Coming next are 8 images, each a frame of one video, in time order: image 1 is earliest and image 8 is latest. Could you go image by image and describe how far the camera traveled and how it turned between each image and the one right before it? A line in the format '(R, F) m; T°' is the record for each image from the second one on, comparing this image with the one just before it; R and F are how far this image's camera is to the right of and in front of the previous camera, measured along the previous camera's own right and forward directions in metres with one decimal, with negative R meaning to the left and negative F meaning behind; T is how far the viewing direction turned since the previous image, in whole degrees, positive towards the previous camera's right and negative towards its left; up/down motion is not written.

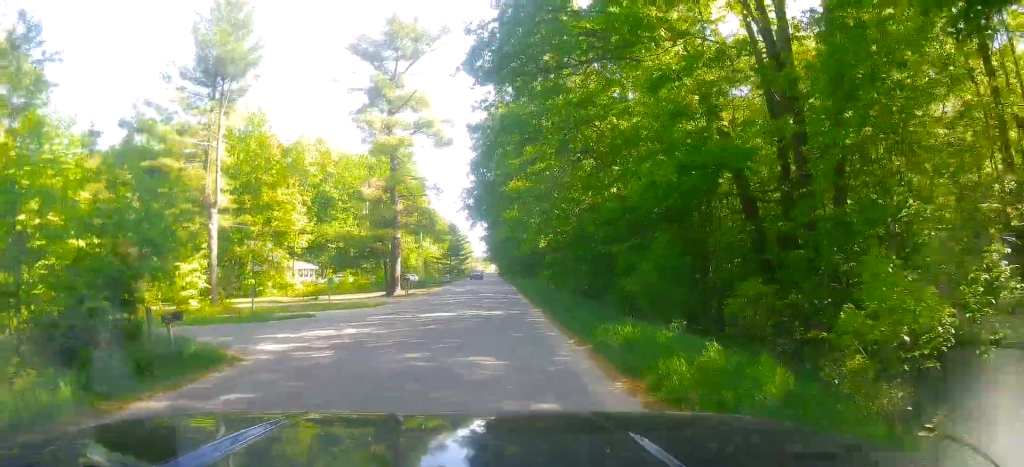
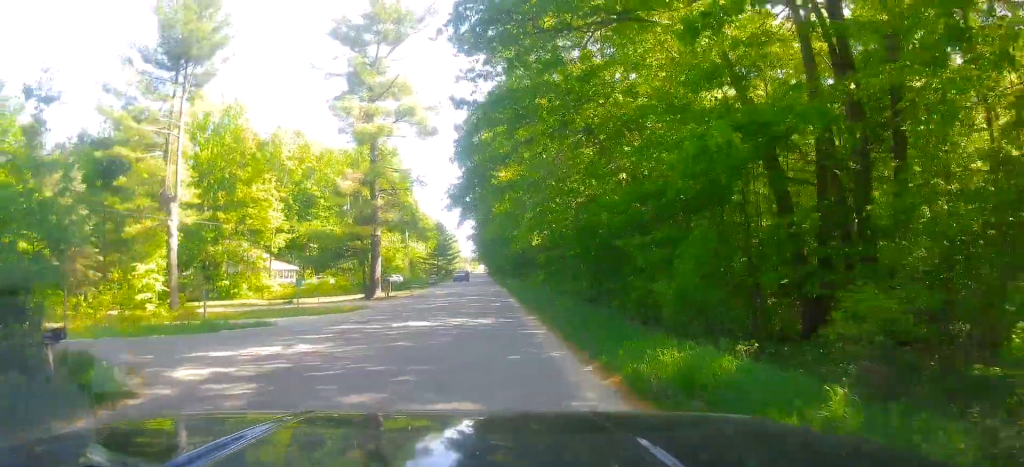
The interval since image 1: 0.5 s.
(+0.3, +4.6) m; 0°
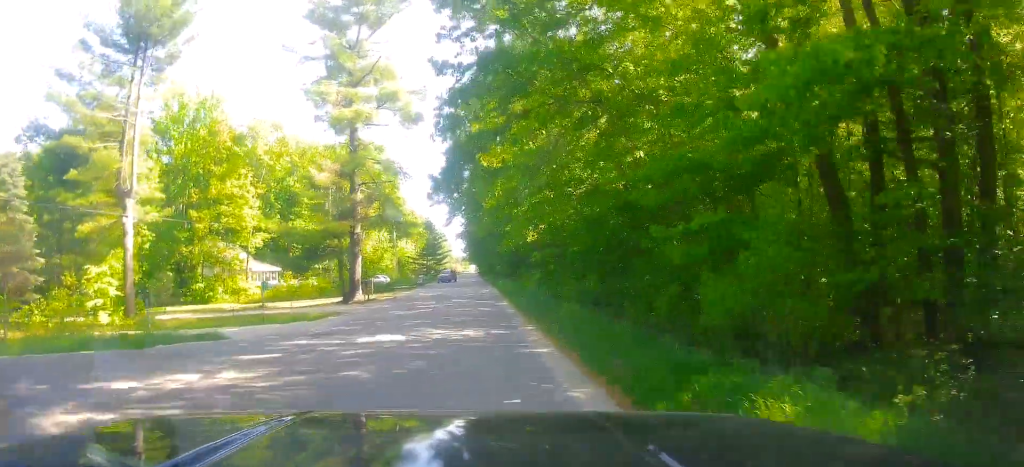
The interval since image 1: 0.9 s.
(+0.3, +4.3) m; 0°
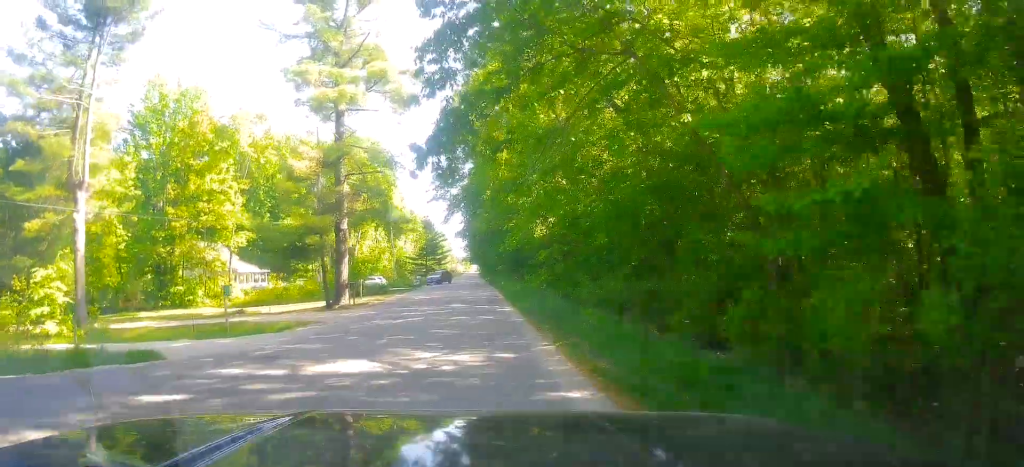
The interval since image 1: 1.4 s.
(-0.1, +4.6) m; -1°
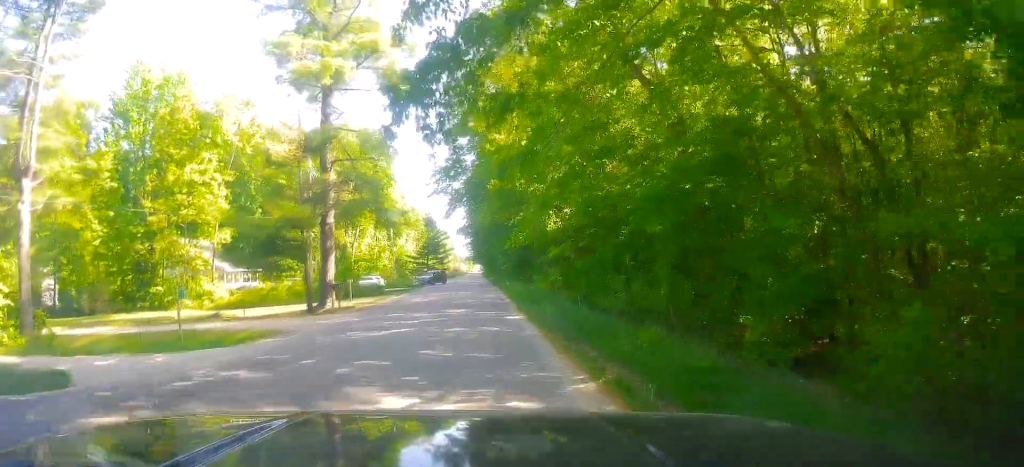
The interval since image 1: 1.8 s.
(-0.2, +4.3) m; -2°
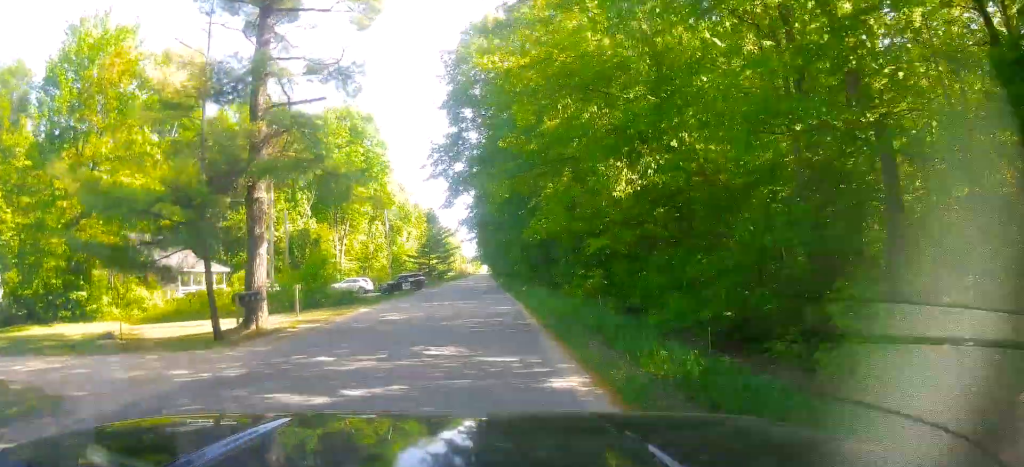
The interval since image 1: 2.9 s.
(-0.3, +11.5) m; -1°
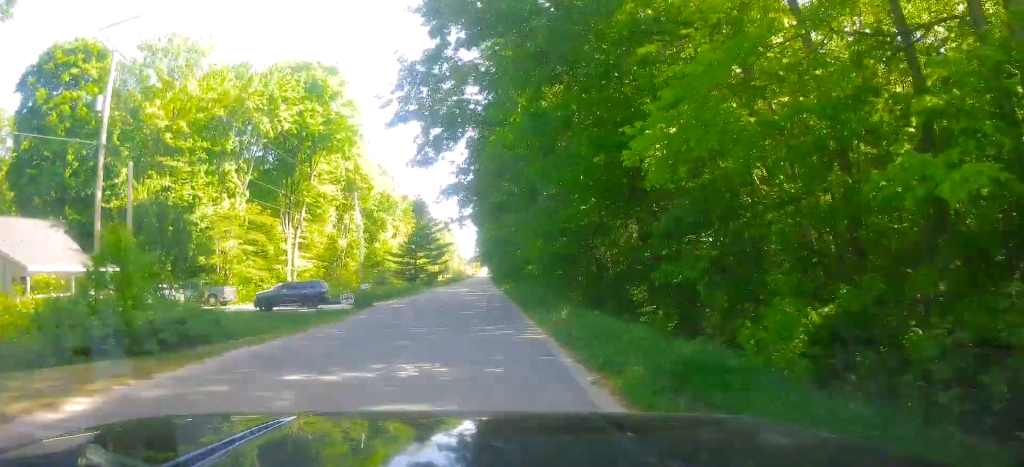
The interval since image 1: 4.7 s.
(0.0, +22.8) m; 0°
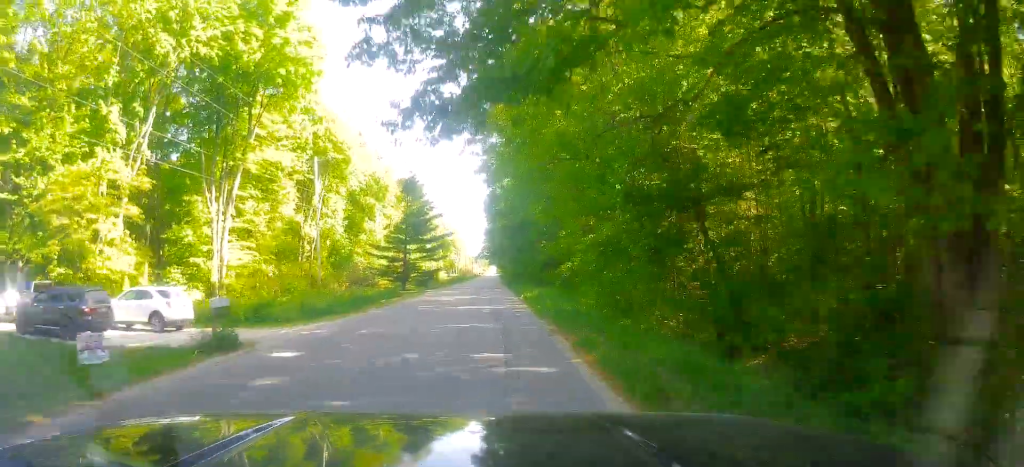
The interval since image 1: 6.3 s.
(-0.3, +20.6) m; -3°
